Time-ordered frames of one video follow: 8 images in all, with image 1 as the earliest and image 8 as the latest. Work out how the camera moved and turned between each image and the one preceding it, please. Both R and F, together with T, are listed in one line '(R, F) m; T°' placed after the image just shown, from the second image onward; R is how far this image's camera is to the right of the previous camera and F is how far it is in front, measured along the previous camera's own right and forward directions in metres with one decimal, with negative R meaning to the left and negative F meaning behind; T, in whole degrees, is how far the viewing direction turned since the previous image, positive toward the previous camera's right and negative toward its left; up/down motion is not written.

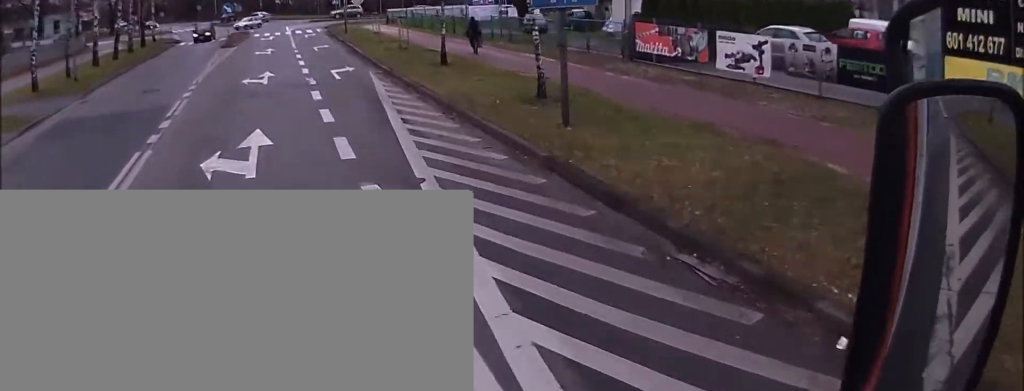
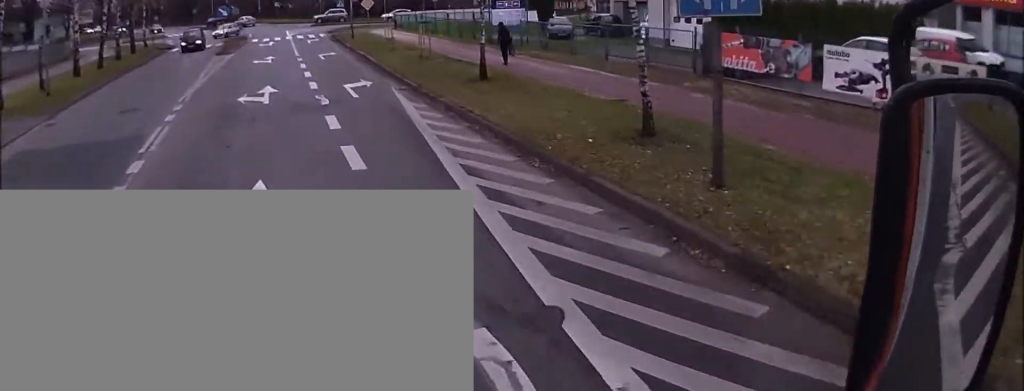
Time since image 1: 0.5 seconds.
(+0.1, +4.4) m; -1°
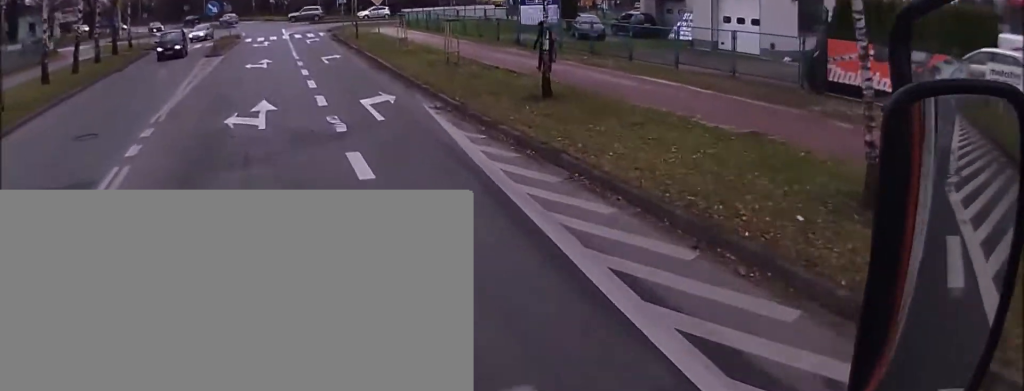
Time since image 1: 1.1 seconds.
(0.0, +4.8) m; -1°
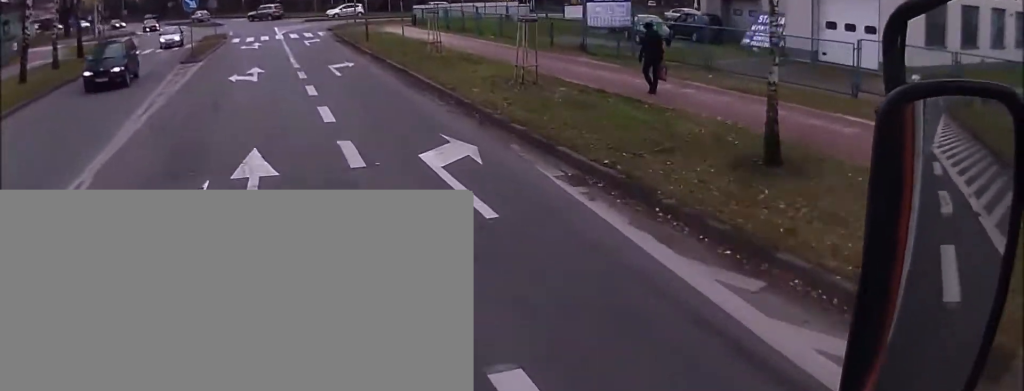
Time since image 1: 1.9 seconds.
(-0.2, +7.5) m; -2°
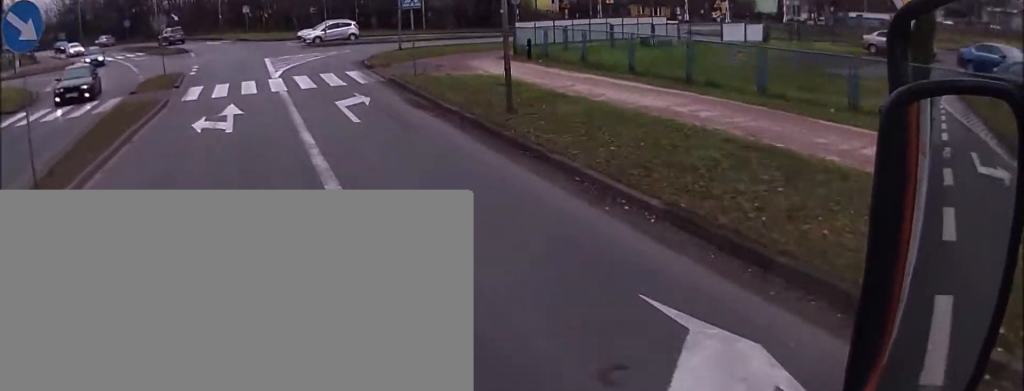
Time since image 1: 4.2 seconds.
(+0.9, +22.5) m; +3°
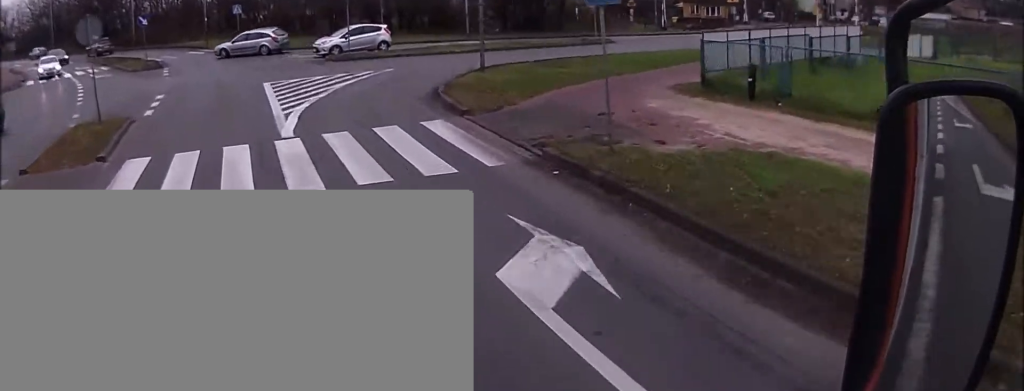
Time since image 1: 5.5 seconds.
(0.0, +12.6) m; 0°
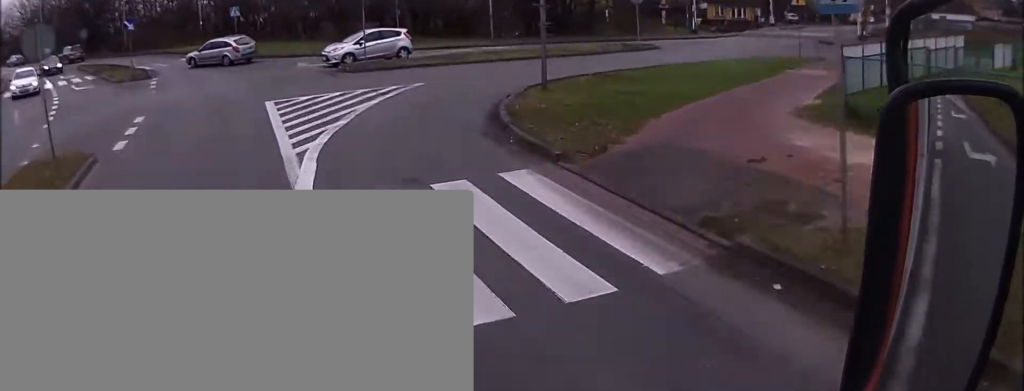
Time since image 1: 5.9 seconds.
(+0.2, +4.3) m; 0°
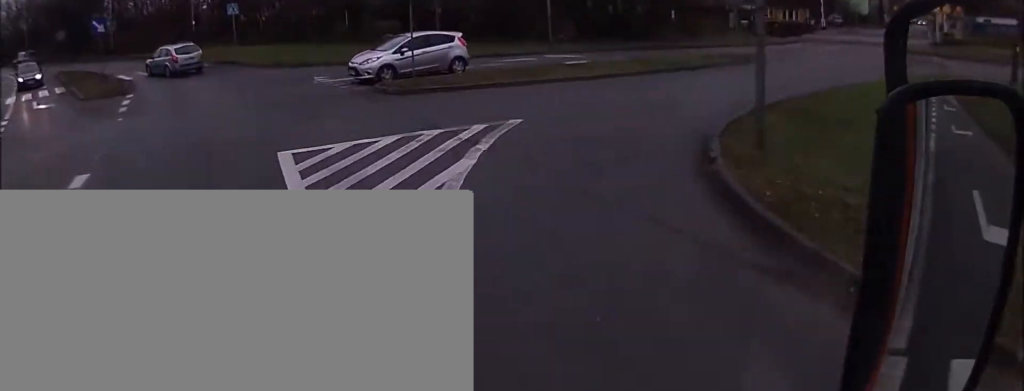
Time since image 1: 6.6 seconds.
(-0.4, +7.1) m; 0°
